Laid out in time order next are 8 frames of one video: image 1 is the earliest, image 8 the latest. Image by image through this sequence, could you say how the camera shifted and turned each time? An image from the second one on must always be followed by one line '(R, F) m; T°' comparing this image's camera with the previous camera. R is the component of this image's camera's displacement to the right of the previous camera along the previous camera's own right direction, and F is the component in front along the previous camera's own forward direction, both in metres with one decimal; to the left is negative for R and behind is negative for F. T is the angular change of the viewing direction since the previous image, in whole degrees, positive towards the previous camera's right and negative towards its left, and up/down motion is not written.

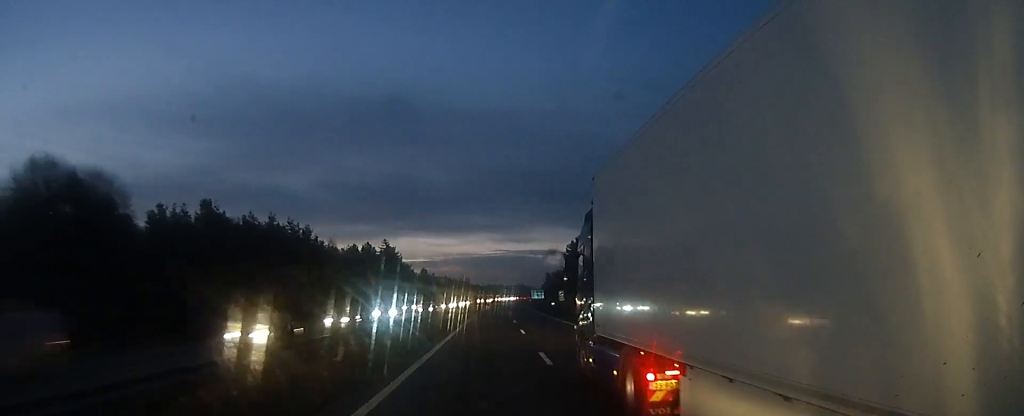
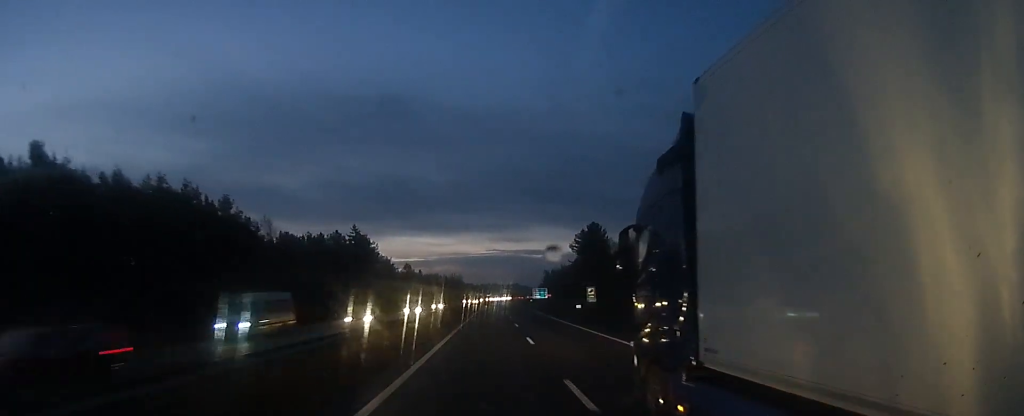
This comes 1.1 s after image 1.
(+0.2, +29.6) m; +1°
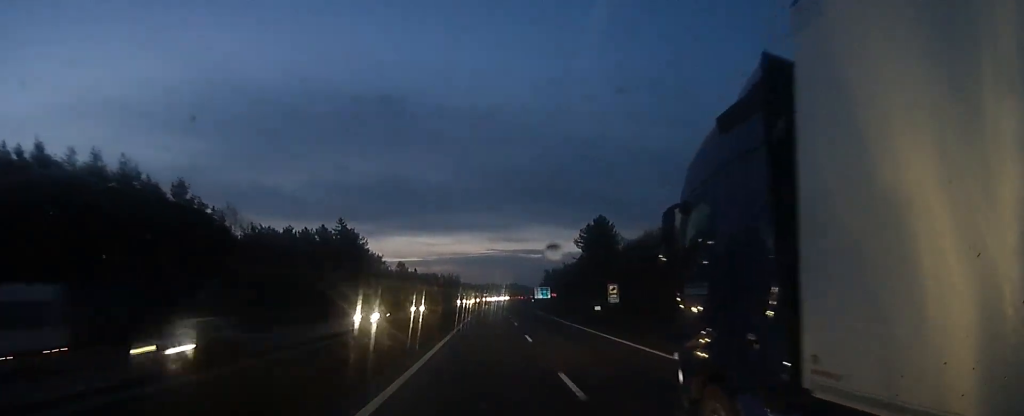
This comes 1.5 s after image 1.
(-0.1, +11.0) m; 0°
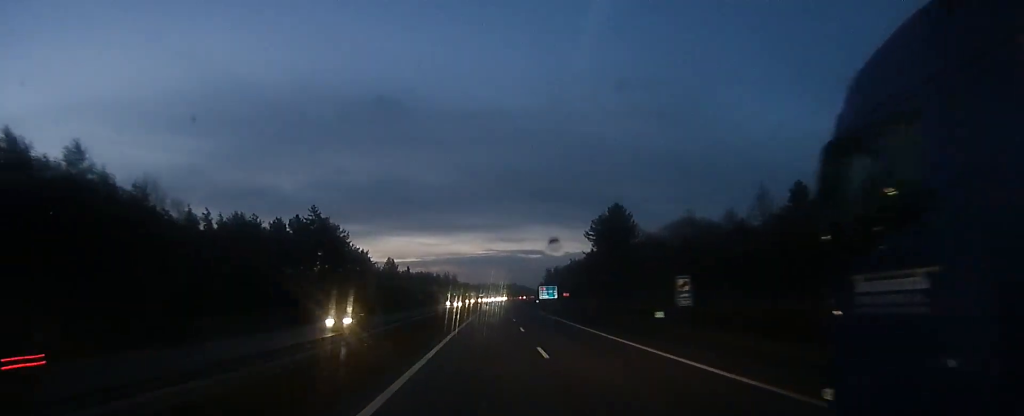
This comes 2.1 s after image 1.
(+0.2, +17.7) m; +1°
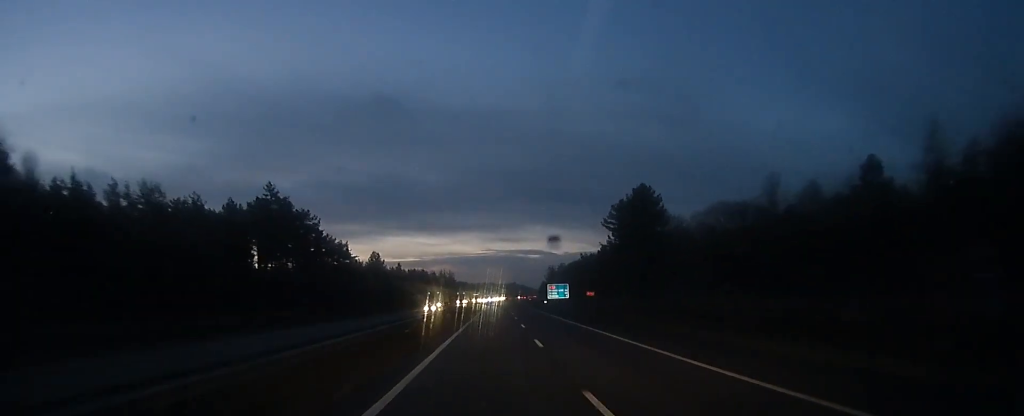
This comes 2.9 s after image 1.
(+0.2, +20.6) m; +1°
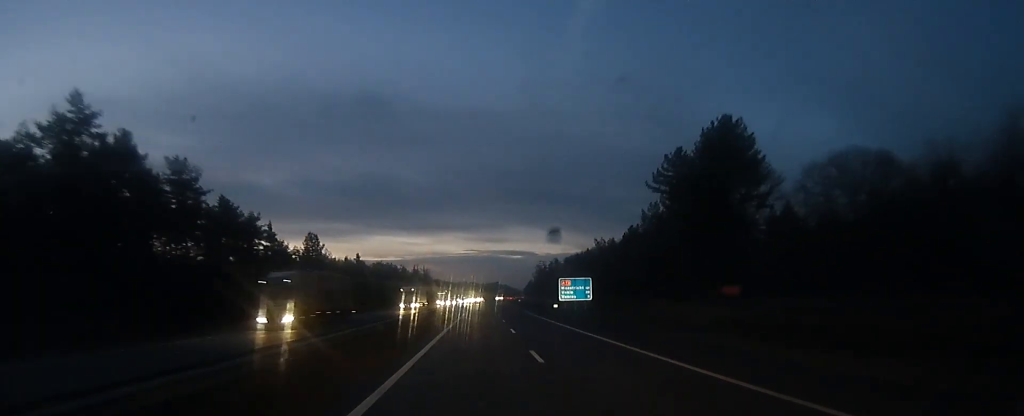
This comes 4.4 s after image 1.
(+0.4, +40.2) m; +1°
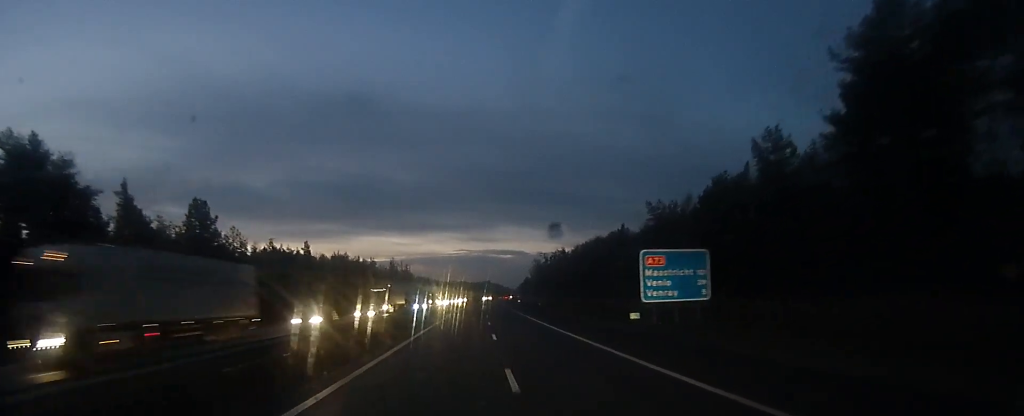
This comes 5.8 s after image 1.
(+0.2, +41.0) m; 0°
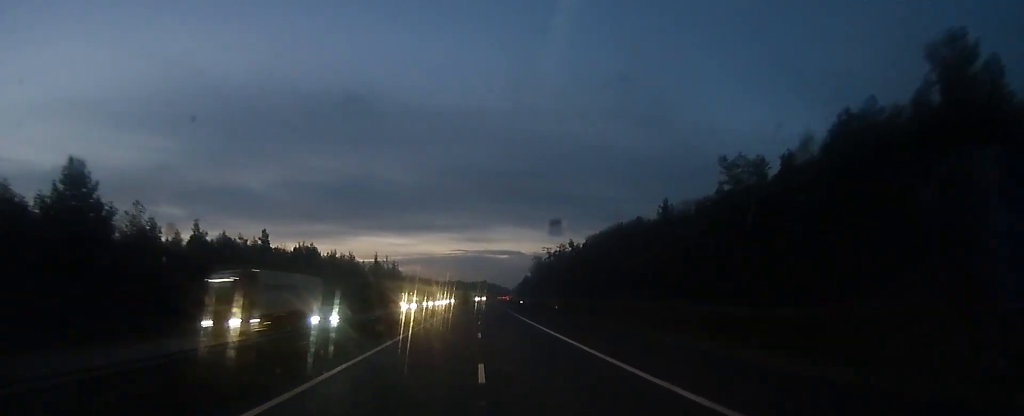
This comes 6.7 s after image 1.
(0.0, +23.1) m; 0°
